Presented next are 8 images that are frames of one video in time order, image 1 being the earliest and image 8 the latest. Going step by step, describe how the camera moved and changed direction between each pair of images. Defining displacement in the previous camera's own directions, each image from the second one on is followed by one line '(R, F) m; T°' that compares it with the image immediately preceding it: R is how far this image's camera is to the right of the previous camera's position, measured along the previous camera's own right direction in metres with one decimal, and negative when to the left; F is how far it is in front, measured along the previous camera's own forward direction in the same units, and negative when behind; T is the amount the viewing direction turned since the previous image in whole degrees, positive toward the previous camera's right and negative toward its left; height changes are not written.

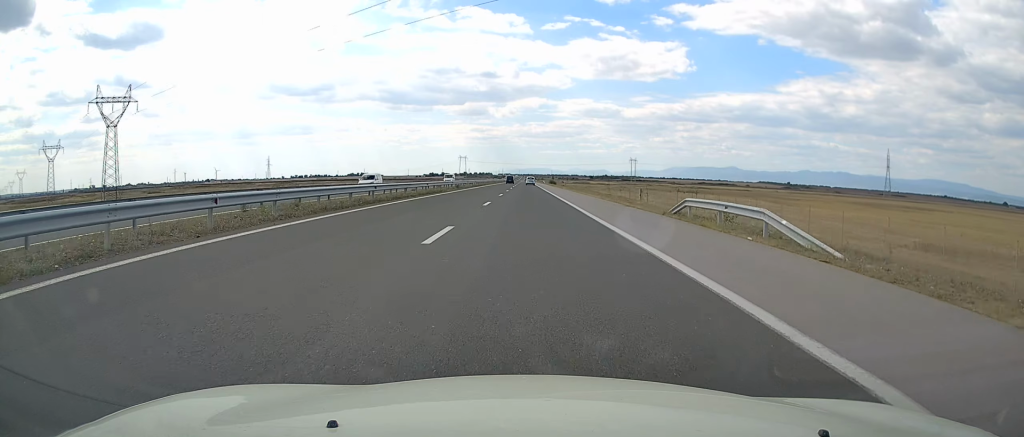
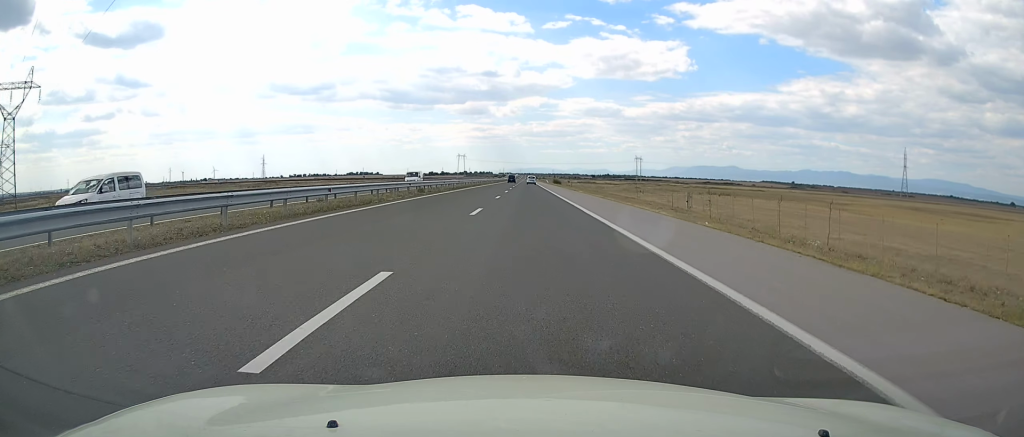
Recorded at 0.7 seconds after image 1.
(-0.1, +23.4) m; 0°
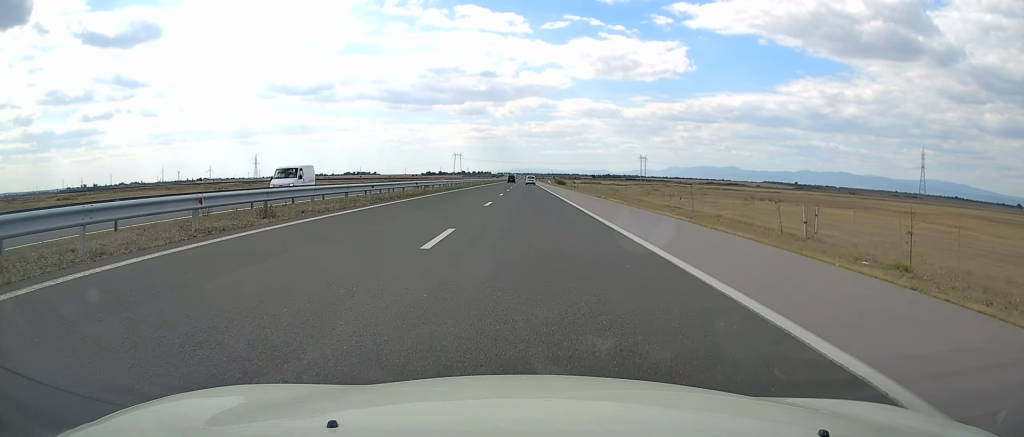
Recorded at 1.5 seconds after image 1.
(0.0, +25.4) m; 0°
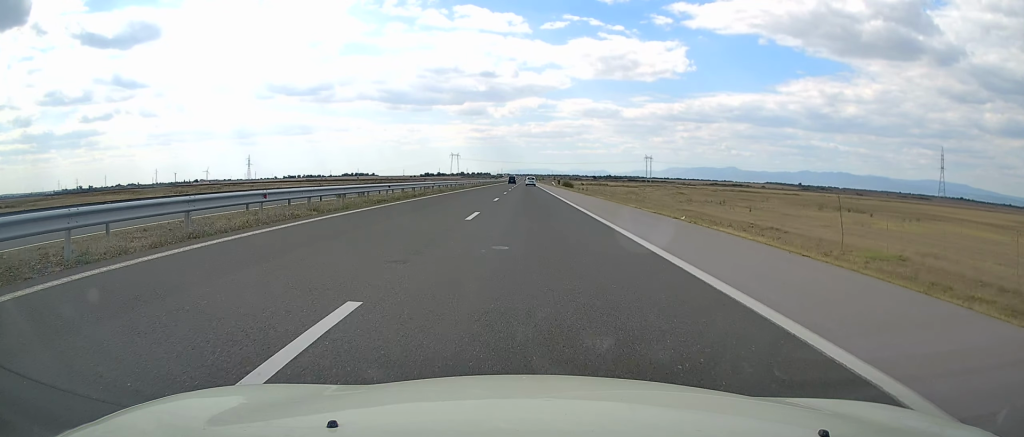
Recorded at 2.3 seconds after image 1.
(0.0, +24.3) m; 0°
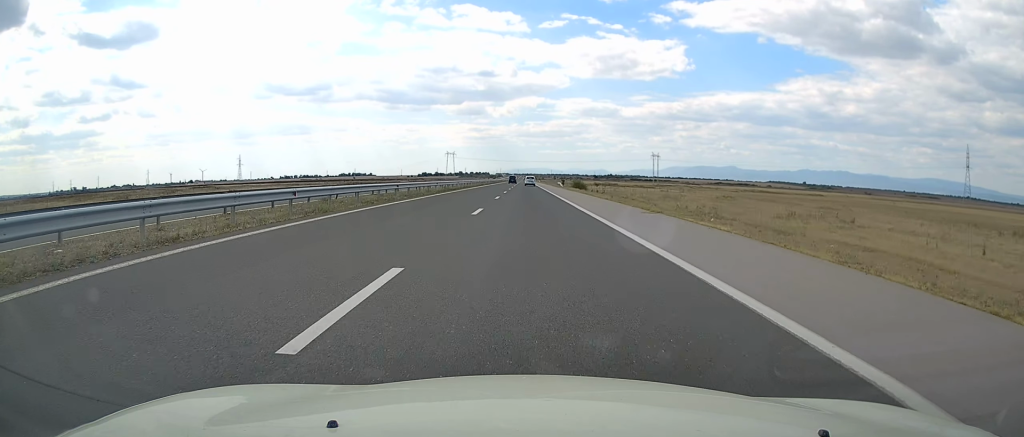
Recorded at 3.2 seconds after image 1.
(0.0, +29.6) m; 0°
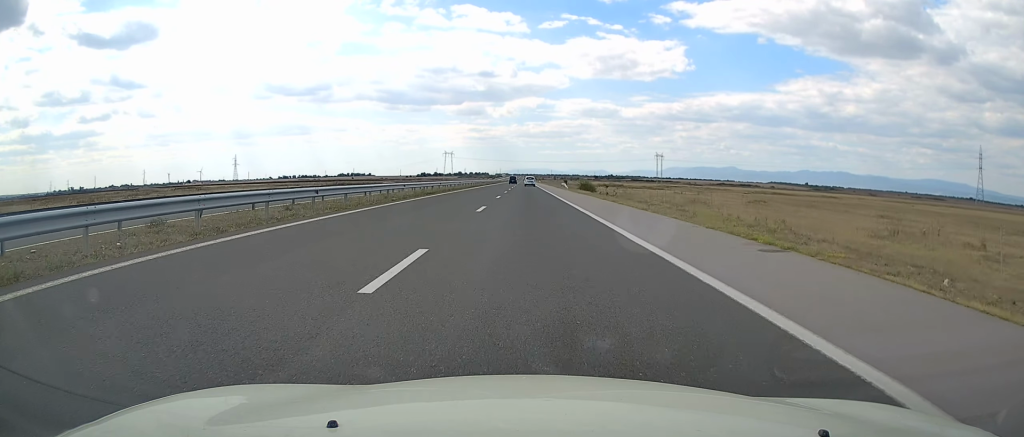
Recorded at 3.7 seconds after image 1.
(0.0, +13.7) m; 0°
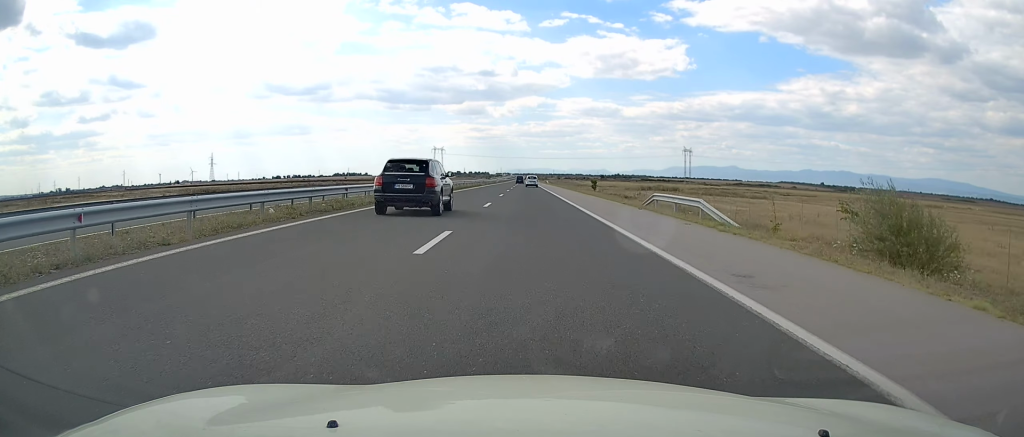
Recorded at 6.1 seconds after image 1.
(0.0, +76.0) m; 0°
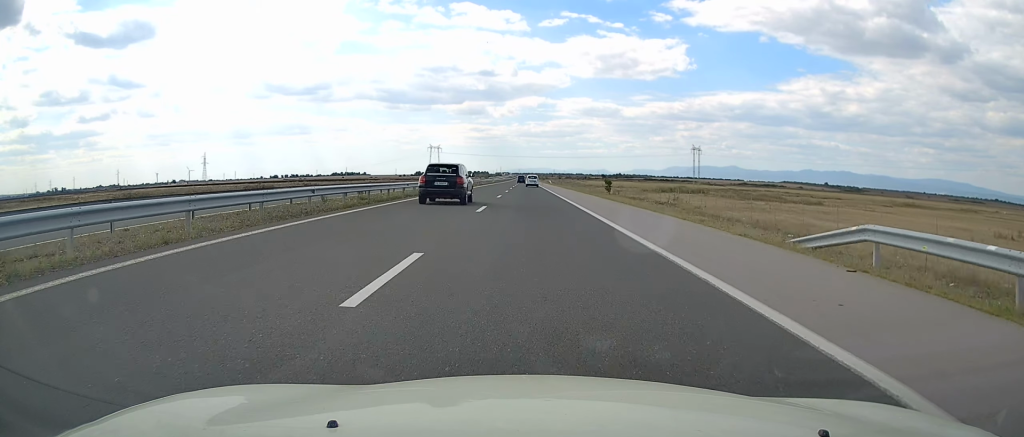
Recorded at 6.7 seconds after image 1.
(0.0, +20.1) m; 0°
